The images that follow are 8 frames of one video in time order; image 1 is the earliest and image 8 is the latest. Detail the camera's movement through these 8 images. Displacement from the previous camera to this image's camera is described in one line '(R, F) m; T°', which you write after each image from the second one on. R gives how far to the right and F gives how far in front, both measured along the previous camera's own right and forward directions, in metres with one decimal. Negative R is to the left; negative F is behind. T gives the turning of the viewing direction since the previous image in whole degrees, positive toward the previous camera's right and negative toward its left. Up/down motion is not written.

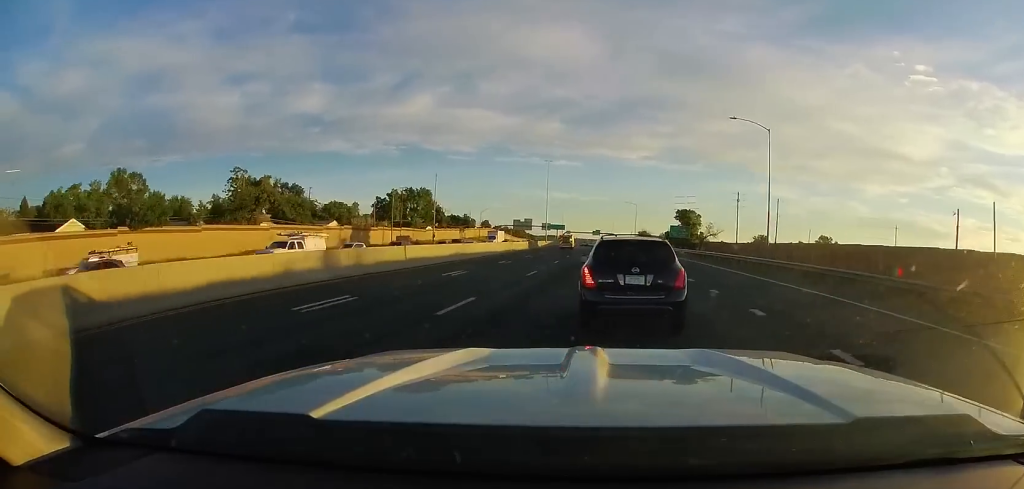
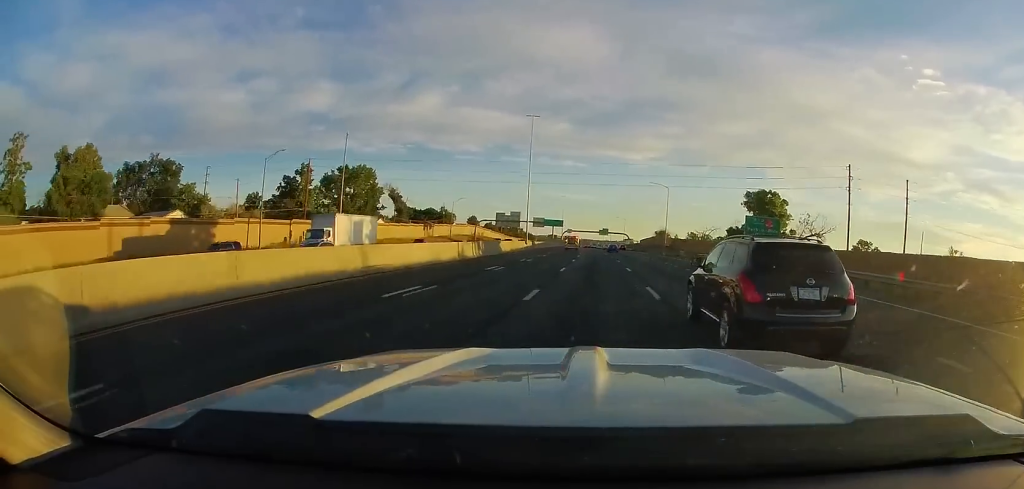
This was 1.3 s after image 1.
(-0.4, +47.8) m; 0°
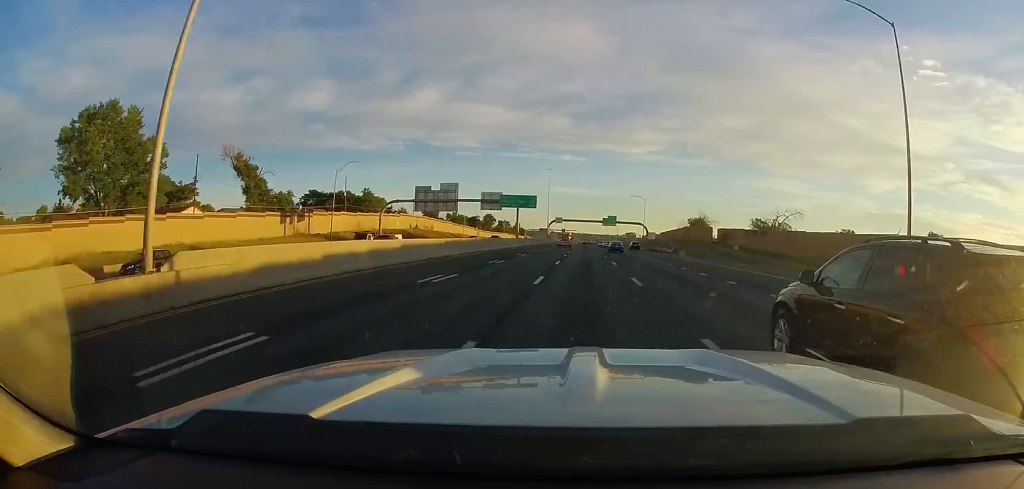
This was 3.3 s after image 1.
(+0.8, +71.2) m; 0°
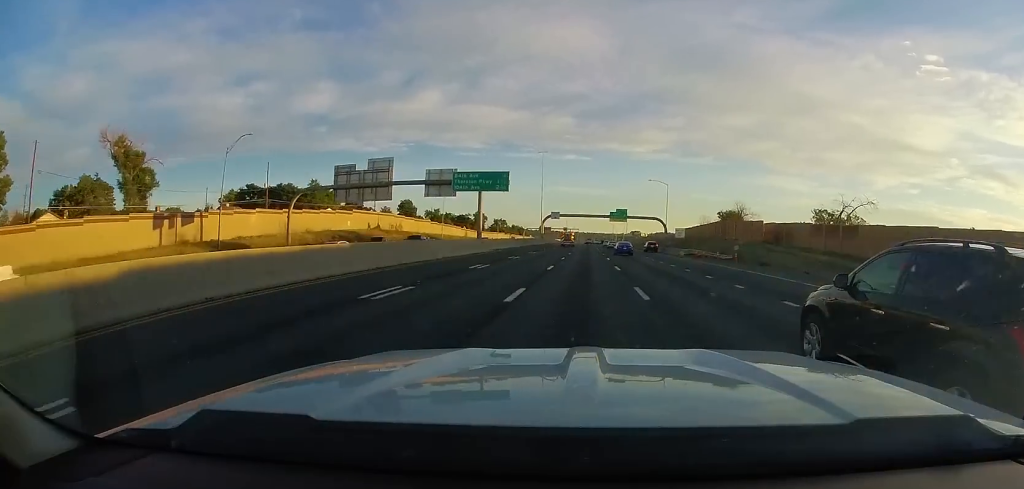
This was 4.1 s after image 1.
(-0.4, +29.4) m; -1°
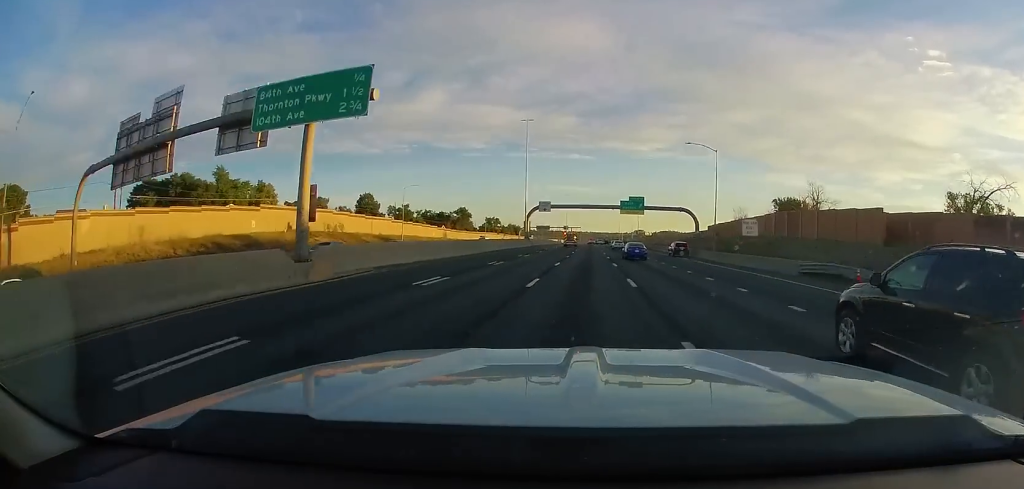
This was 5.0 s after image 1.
(0.0, +32.8) m; 0°
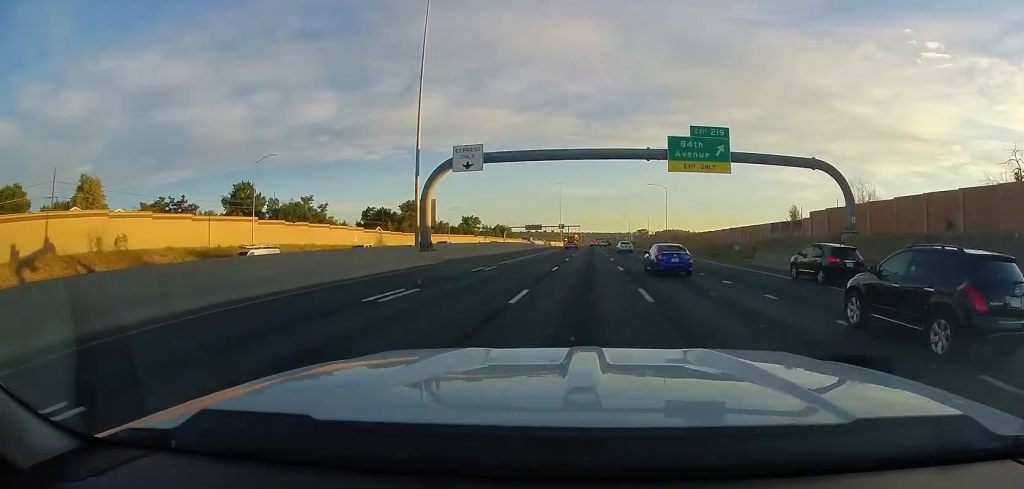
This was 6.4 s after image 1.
(0.0, +52.7) m; -1°
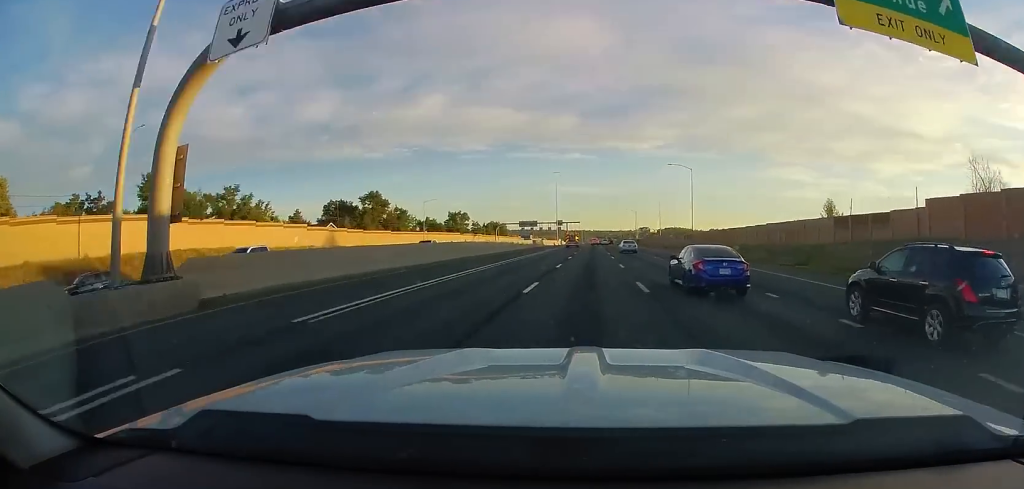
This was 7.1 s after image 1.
(-0.4, +22.6) m; 0°
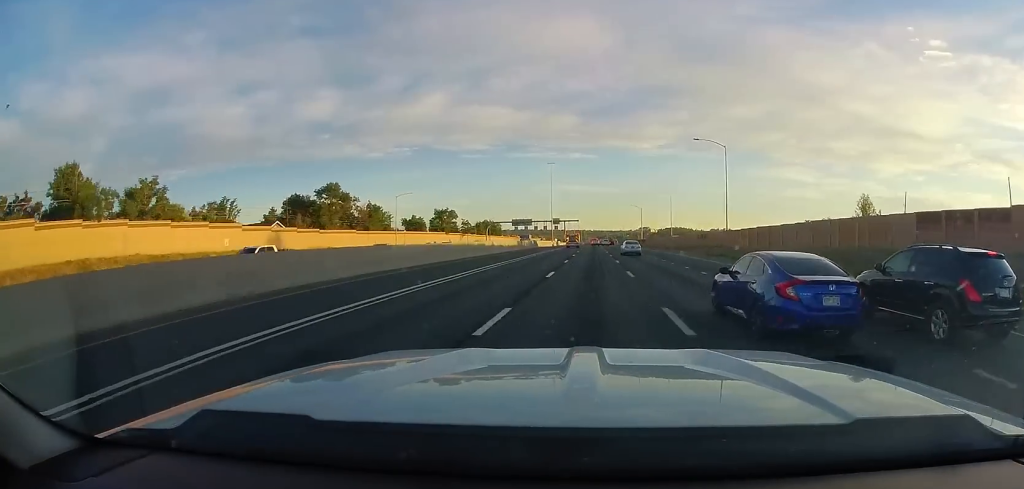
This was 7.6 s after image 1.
(0.0, +17.7) m; 0°
